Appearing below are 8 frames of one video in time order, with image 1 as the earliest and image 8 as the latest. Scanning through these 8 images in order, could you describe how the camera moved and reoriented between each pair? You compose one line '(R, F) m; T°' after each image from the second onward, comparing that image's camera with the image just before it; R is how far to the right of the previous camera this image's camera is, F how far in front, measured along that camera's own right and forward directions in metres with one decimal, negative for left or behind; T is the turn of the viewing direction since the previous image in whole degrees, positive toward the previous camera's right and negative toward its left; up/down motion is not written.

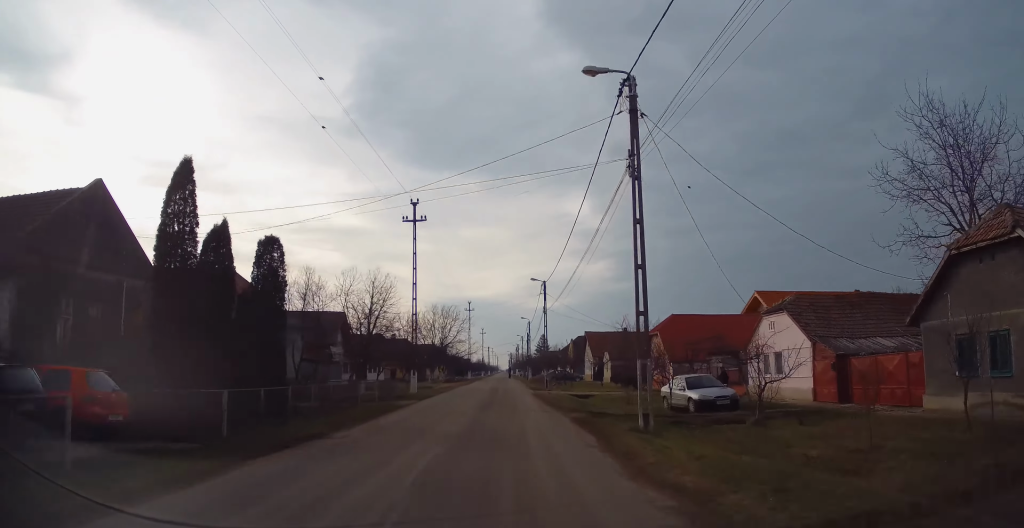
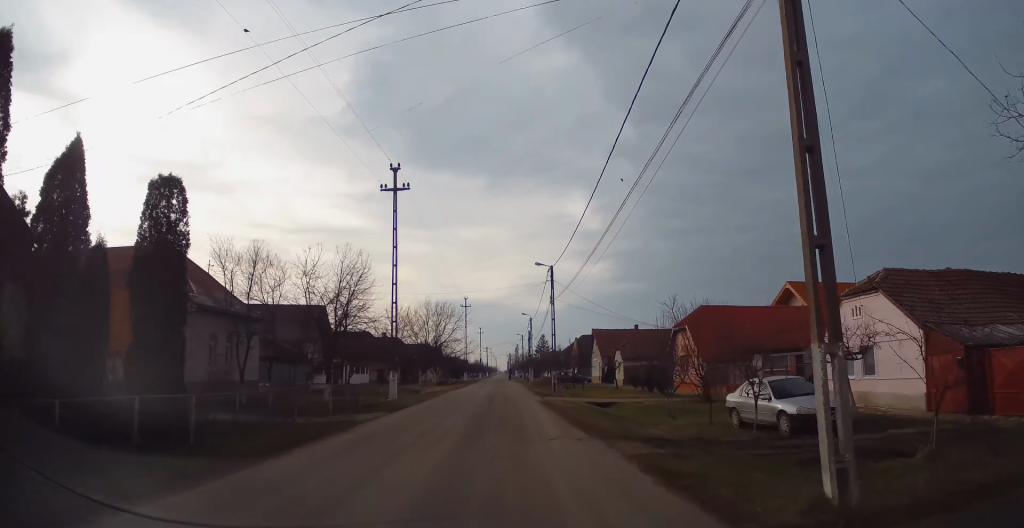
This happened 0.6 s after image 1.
(+0.1, +7.5) m; 0°
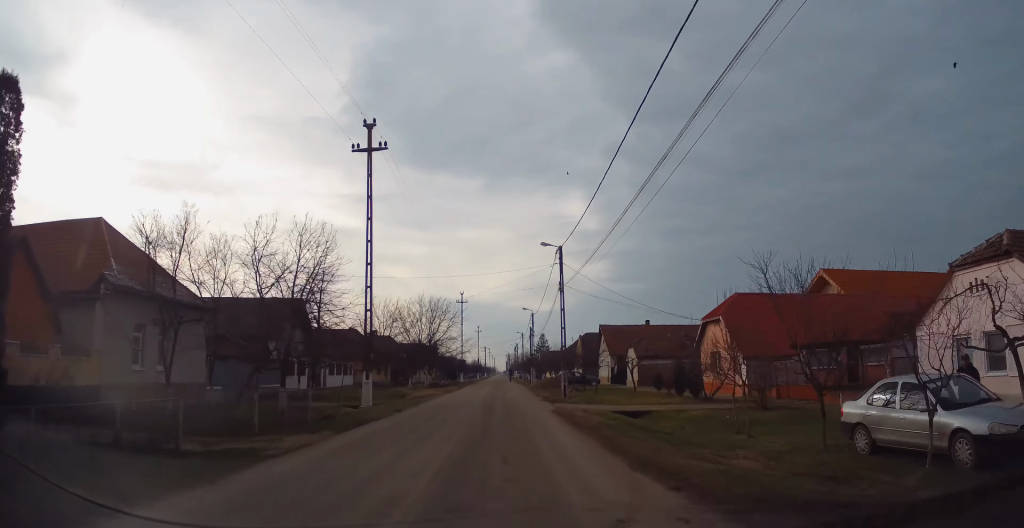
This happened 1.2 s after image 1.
(0.0, +6.5) m; 0°
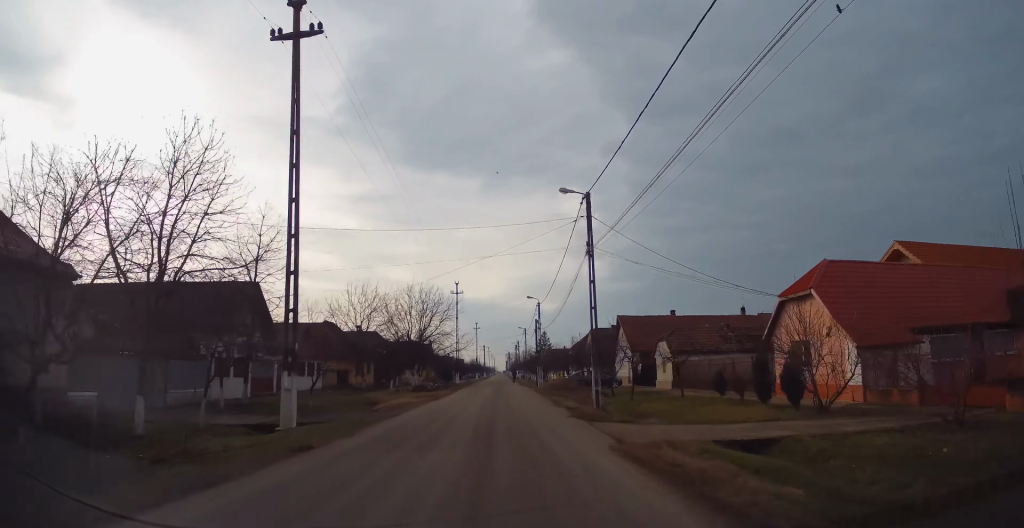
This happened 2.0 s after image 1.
(0.0, +10.3) m; 0°
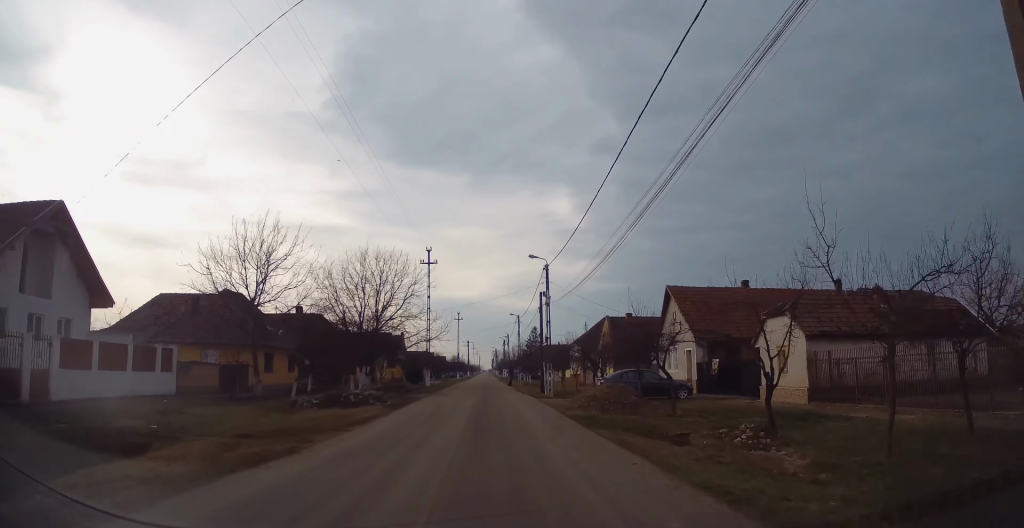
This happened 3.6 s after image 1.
(-0.6, +20.8) m; -1°
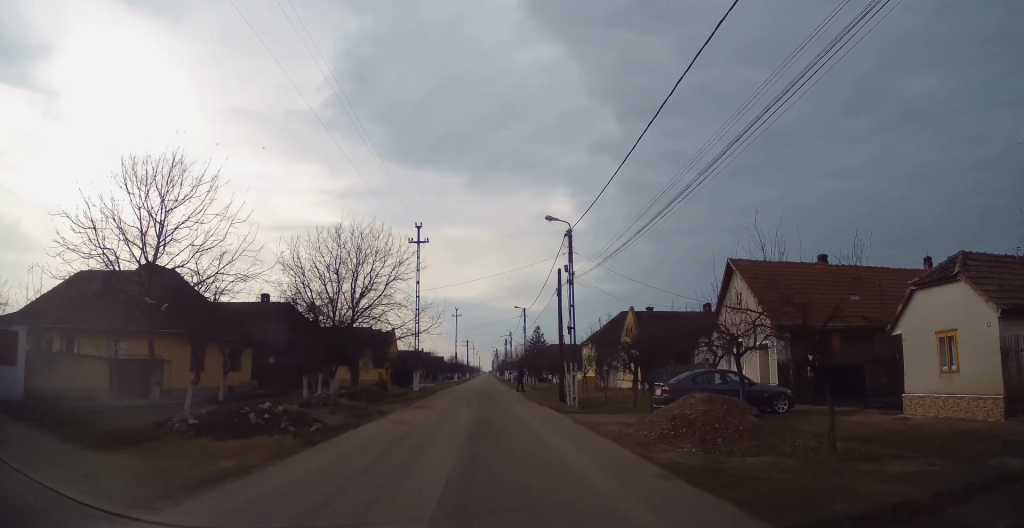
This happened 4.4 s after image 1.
(+0.3, +10.0) m; +2°
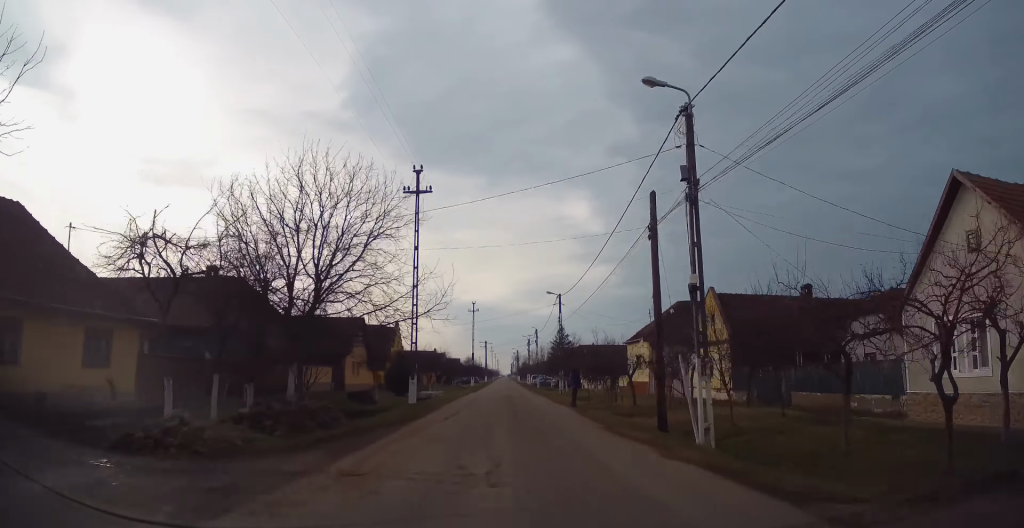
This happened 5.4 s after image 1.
(+0.2, +13.1) m; +1°
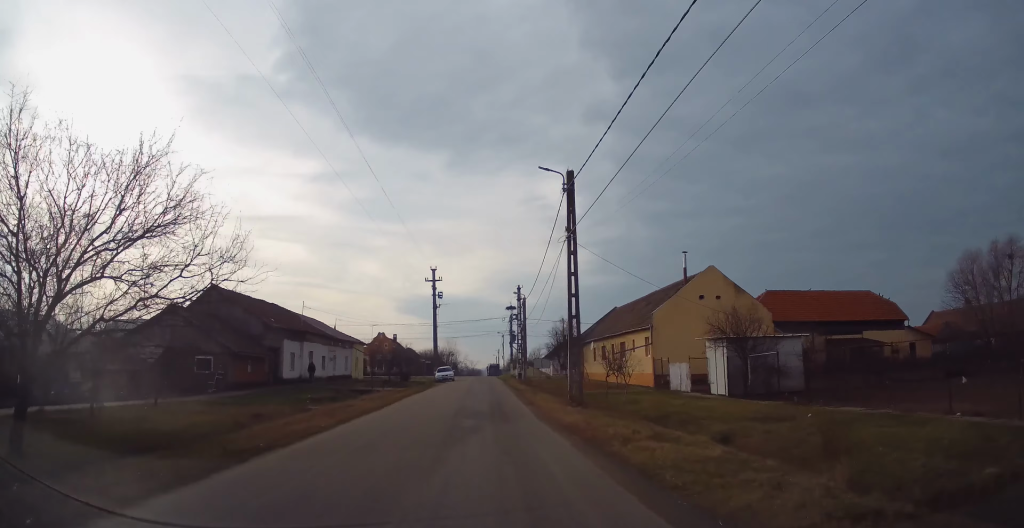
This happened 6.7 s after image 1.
(0.0, +5.1) m; 0°
